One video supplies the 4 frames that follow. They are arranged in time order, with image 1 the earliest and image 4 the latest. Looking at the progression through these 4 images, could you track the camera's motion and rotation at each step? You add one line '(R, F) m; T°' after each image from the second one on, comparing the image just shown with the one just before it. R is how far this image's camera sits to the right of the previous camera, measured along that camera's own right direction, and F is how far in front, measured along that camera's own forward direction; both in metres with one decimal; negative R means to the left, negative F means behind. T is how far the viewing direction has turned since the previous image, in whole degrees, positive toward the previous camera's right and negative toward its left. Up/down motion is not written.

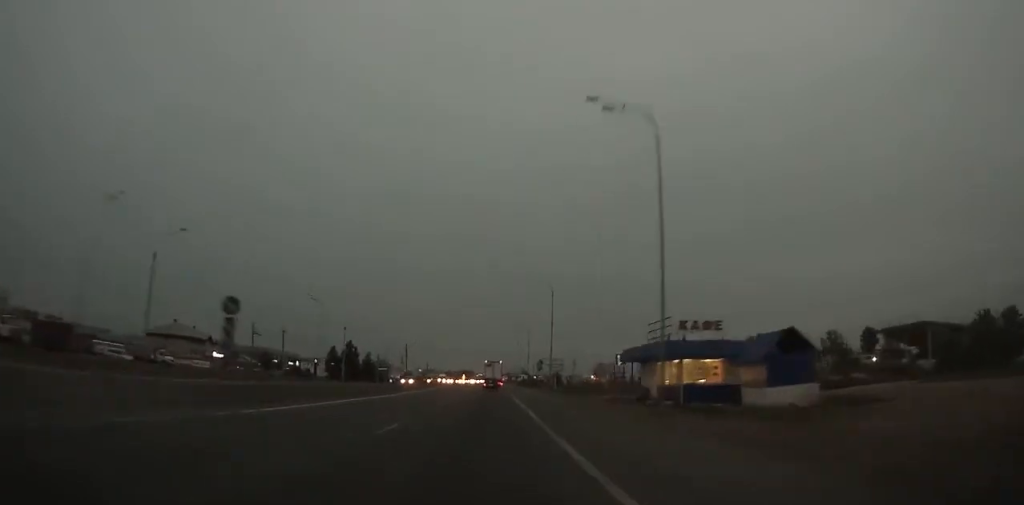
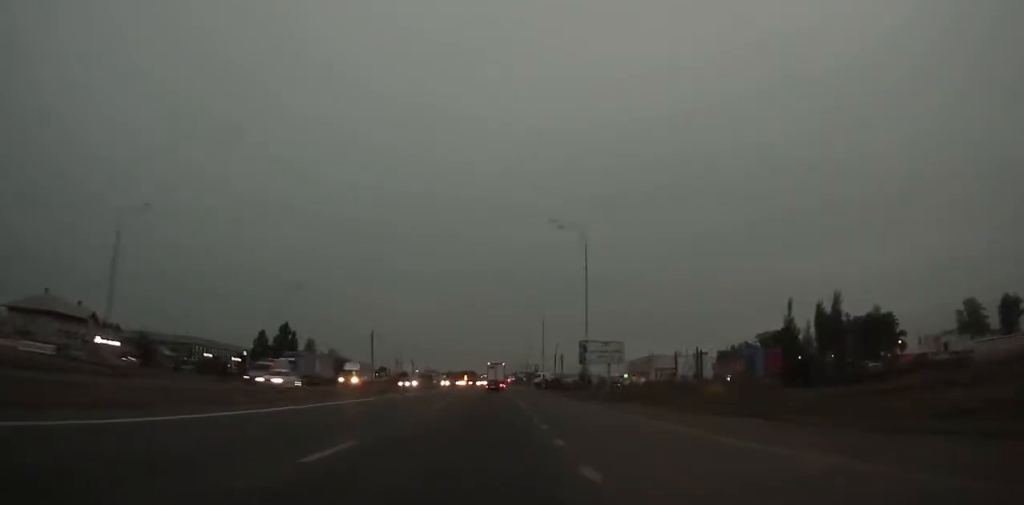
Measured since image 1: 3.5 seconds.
(-0.2, +63.4) m; -1°
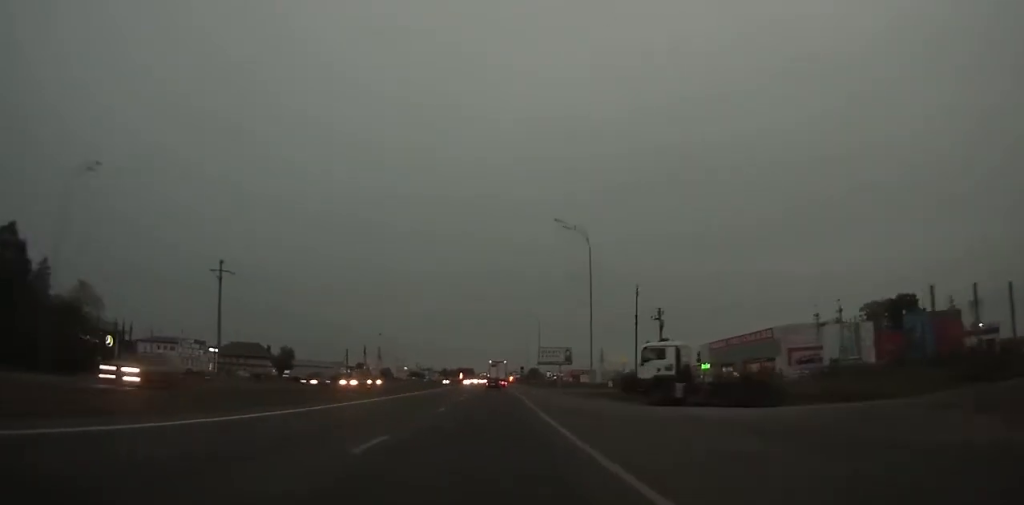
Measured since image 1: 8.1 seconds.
(-0.8, +83.7) m; -1°
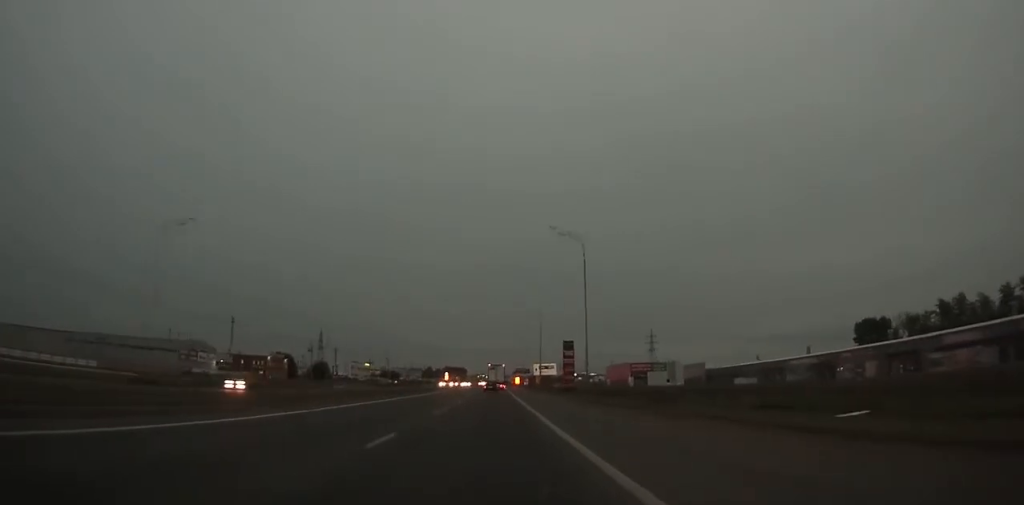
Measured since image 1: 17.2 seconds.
(+1.2, +166.7) m; +1°
